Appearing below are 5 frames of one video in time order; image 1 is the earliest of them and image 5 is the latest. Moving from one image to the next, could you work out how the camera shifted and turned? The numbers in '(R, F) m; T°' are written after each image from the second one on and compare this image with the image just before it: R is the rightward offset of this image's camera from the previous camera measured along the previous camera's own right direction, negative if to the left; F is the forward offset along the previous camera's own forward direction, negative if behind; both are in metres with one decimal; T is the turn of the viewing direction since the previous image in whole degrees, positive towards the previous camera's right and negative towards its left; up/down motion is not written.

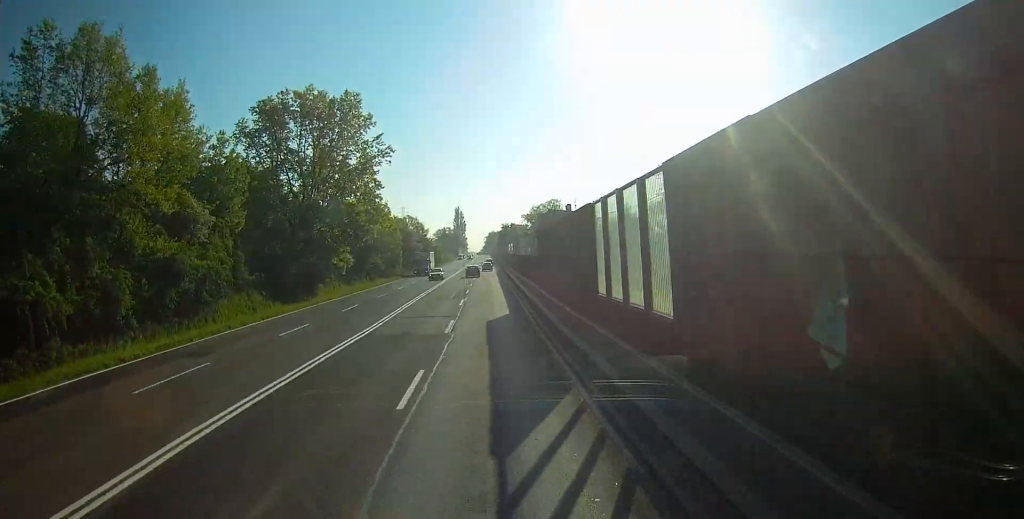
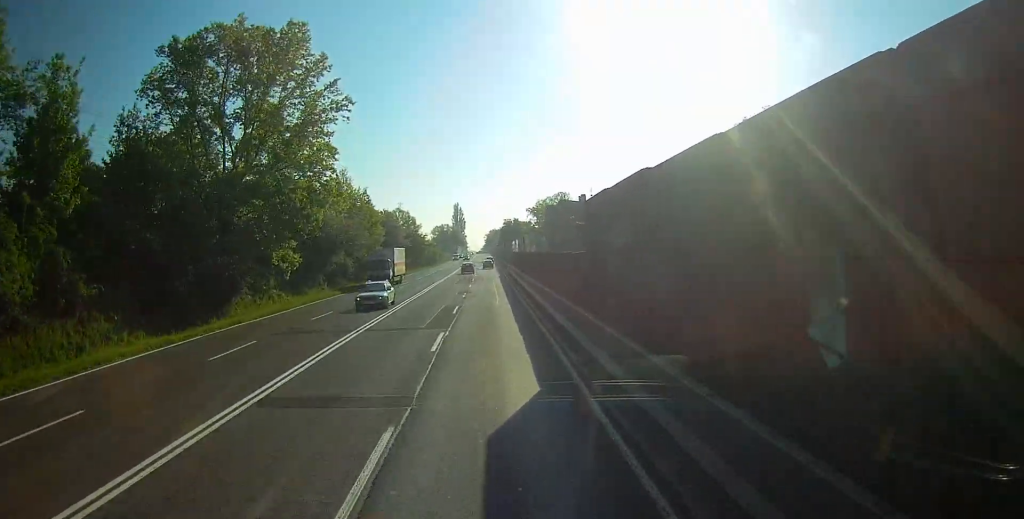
(+0.1, +18.8) m; +1°
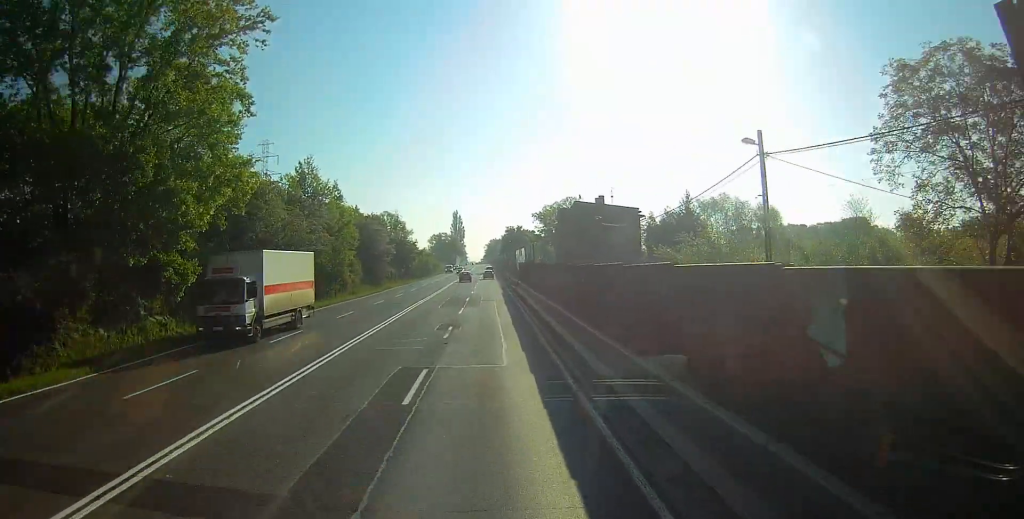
(+0.2, +17.3) m; +1°
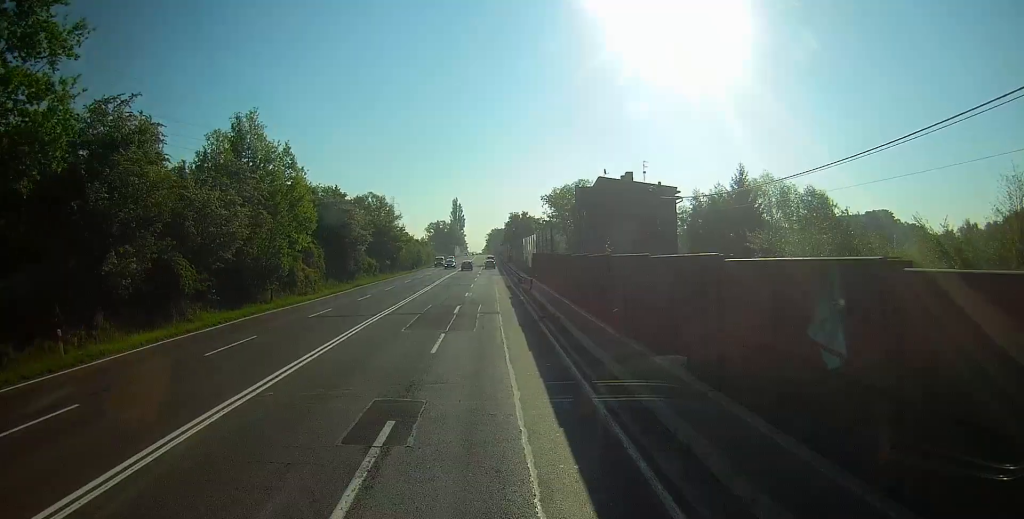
(0.0, +17.9) m; 0°
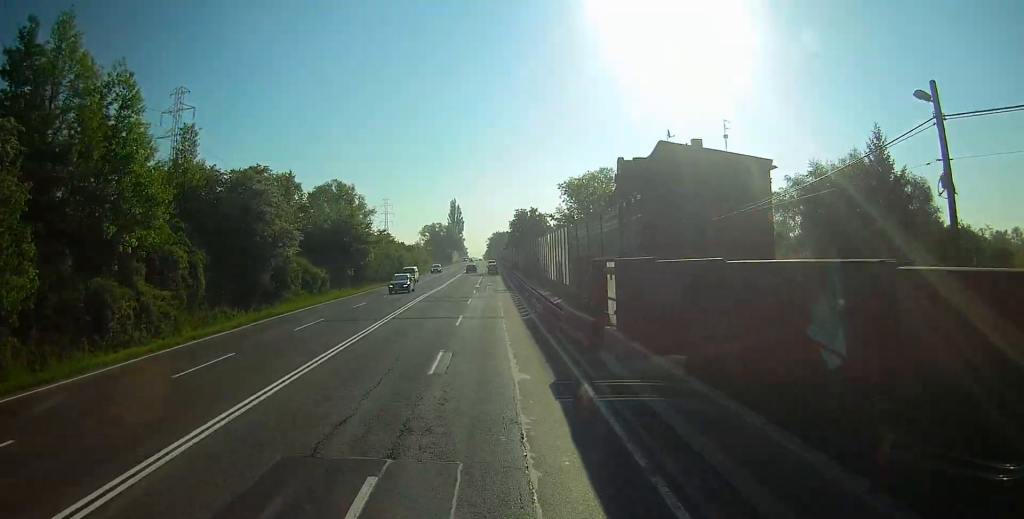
(0.0, +25.8) m; 0°
